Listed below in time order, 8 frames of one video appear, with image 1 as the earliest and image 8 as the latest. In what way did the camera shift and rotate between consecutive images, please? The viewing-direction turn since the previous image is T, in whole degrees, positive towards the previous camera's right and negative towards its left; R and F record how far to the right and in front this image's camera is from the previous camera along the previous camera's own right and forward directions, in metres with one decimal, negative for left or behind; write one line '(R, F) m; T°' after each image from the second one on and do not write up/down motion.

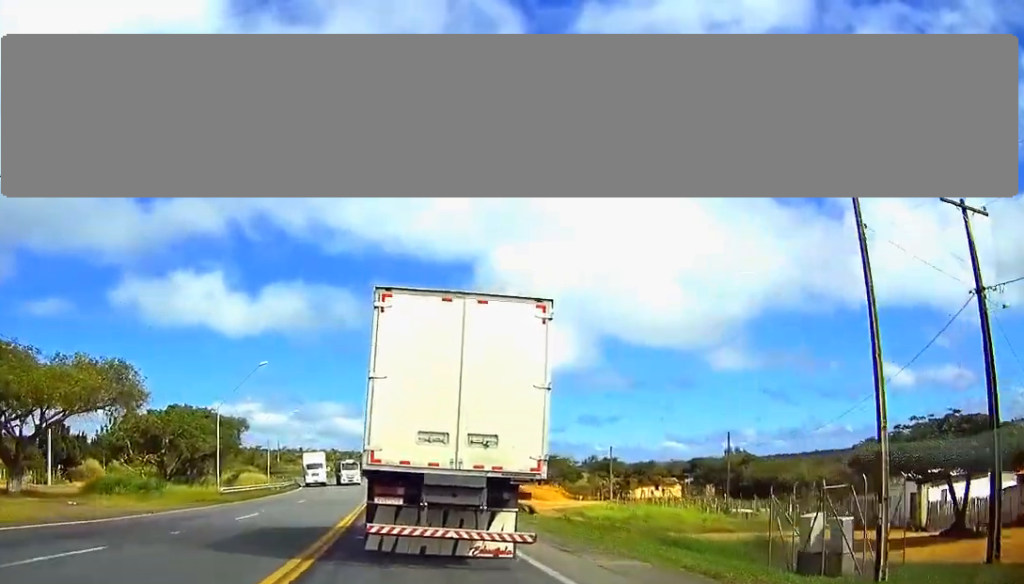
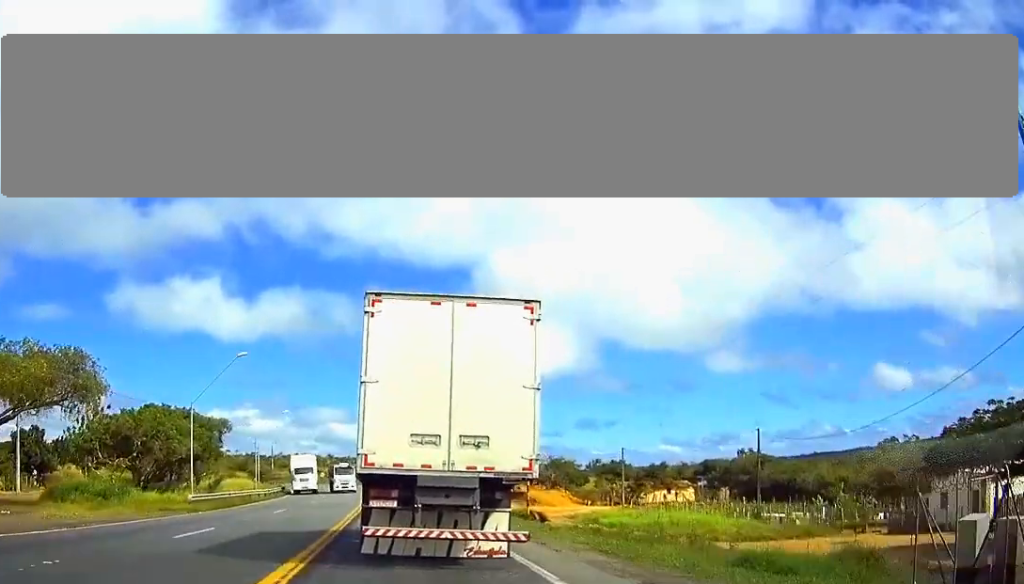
(0.0, +6.7) m; 0°
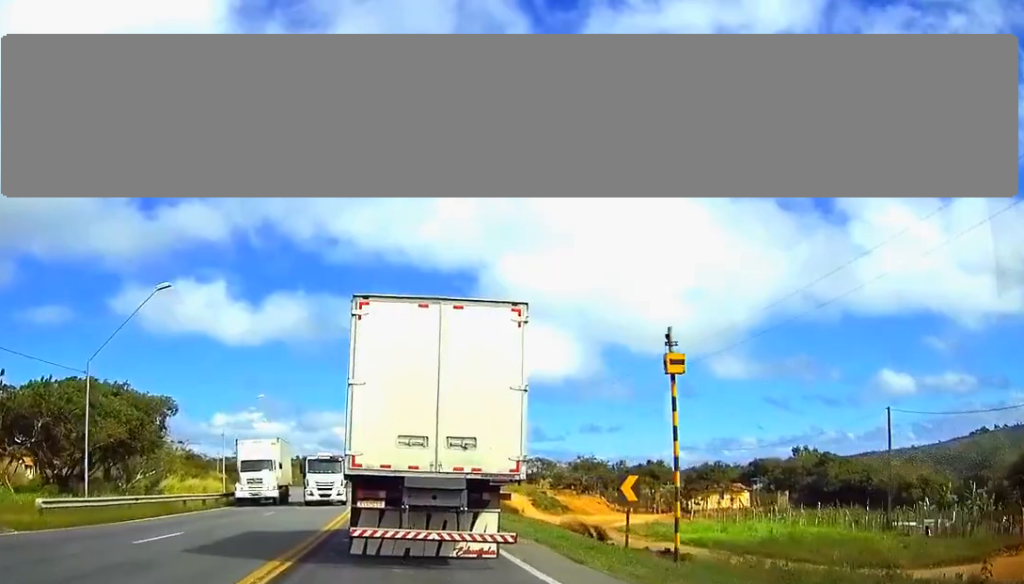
(0.0, +18.4) m; 0°
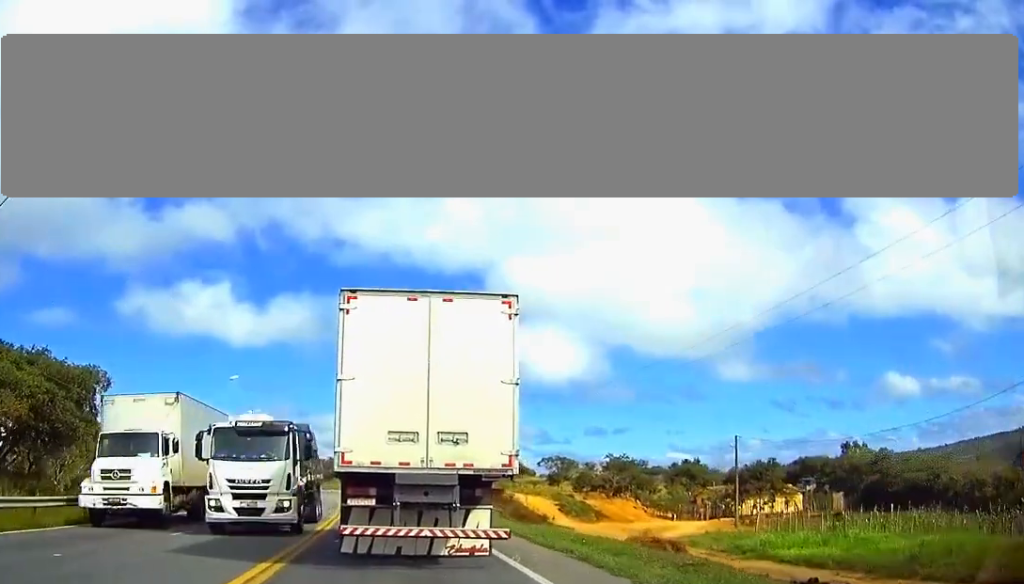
(0.0, +13.3) m; 0°
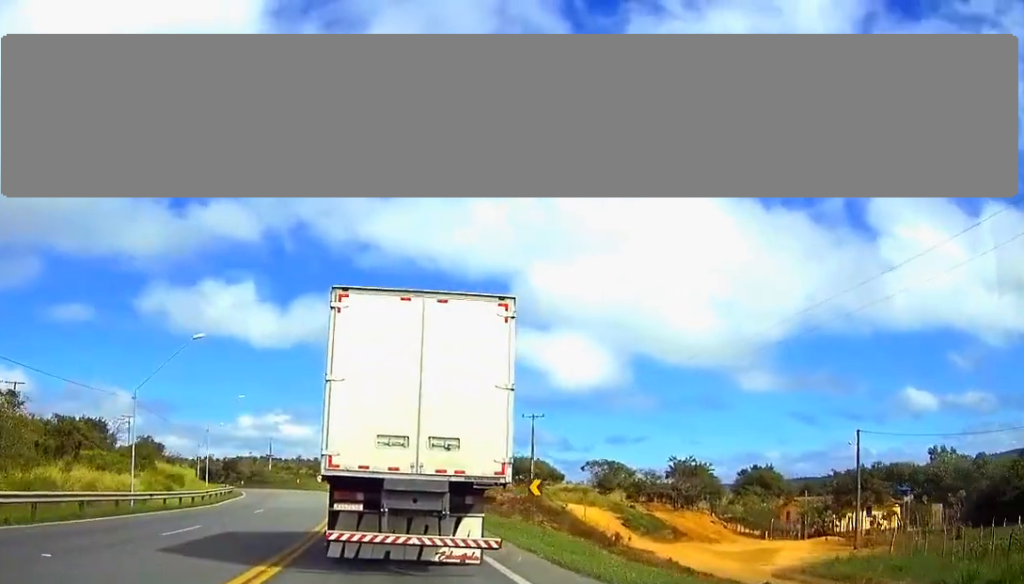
(0.0, +16.7) m; 0°
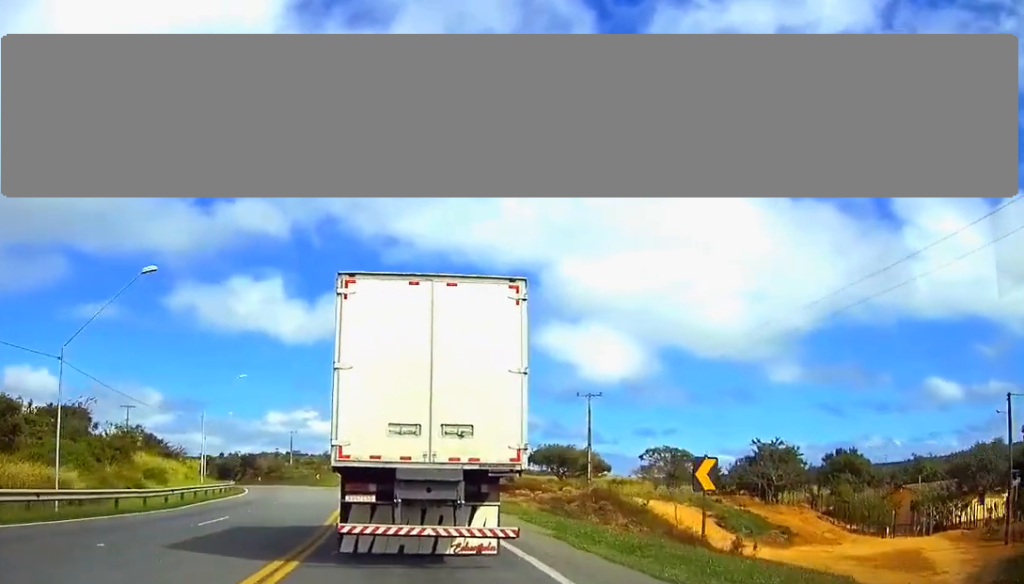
(0.0, +13.5) m; 0°
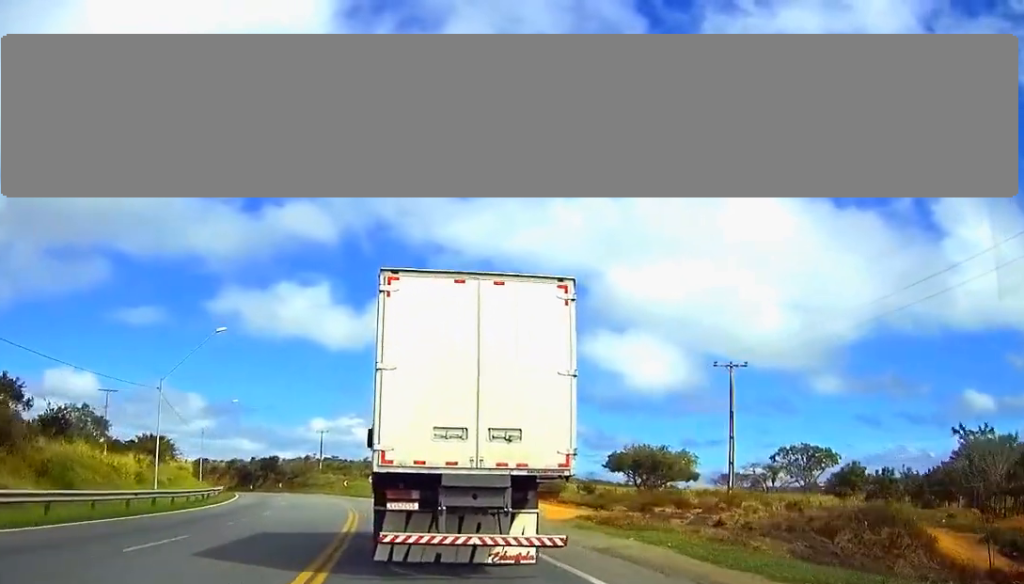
(-0.8, +23.7) m; -4°
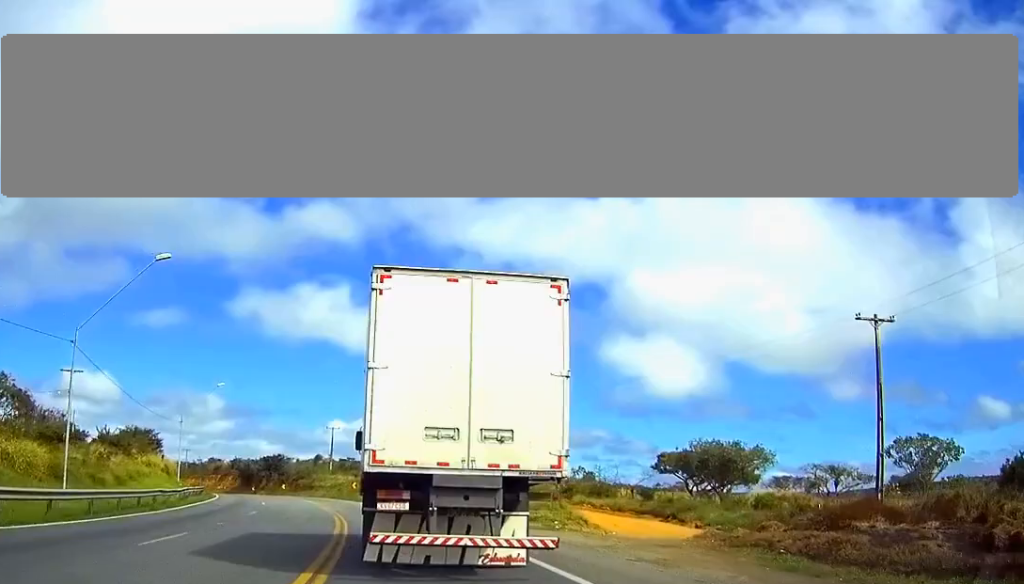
(-0.4, +15.4) m; -2°
